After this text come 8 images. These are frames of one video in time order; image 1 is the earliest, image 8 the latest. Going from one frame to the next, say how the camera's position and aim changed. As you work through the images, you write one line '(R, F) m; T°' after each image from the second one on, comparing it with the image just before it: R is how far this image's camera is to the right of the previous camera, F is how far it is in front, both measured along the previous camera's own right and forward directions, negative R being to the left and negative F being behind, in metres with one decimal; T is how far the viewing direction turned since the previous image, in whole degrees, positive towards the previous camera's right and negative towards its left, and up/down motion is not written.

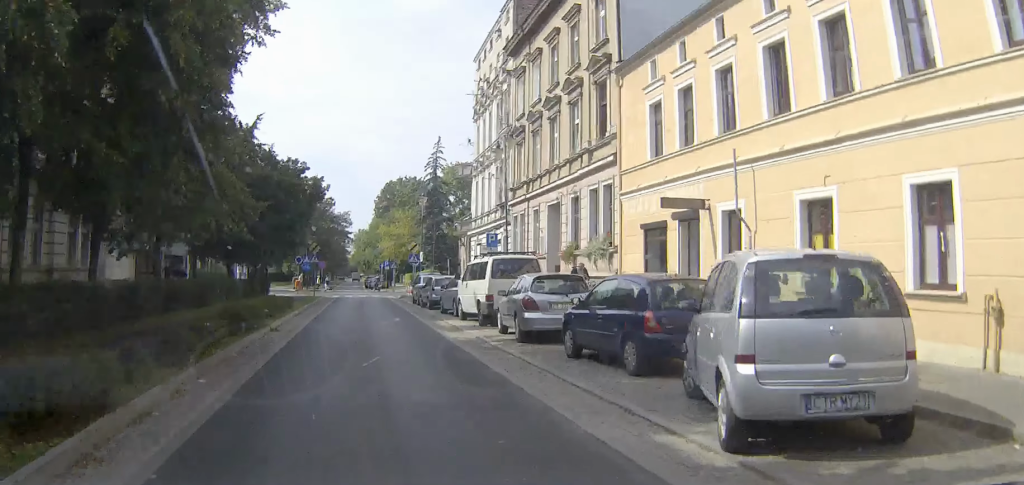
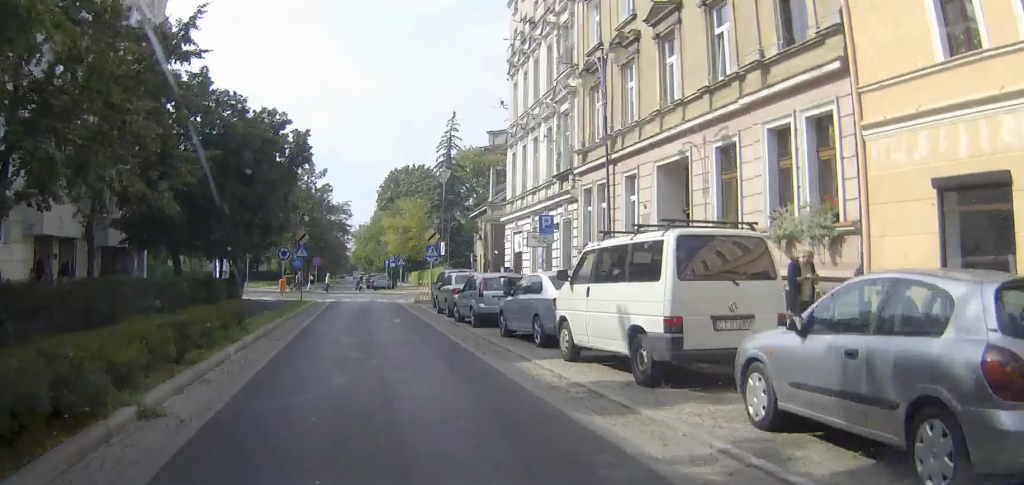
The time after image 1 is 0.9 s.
(-0.2, +11.8) m; -1°
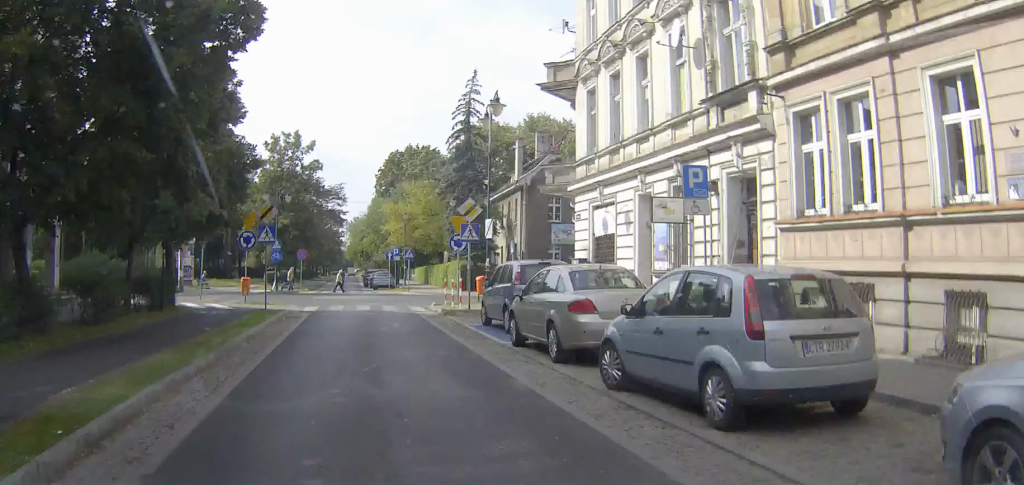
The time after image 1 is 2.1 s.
(+0.1, +13.9) m; 0°
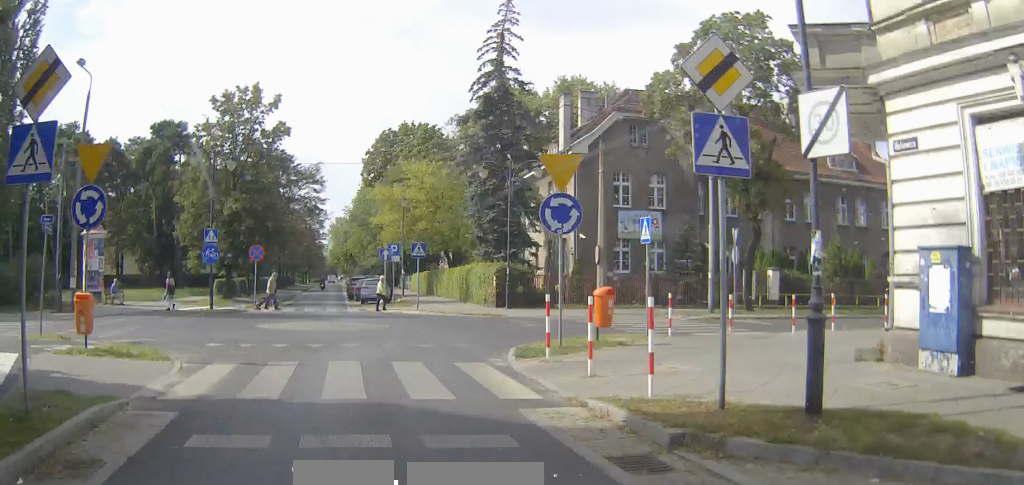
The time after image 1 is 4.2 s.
(-0.5, +20.1) m; -2°
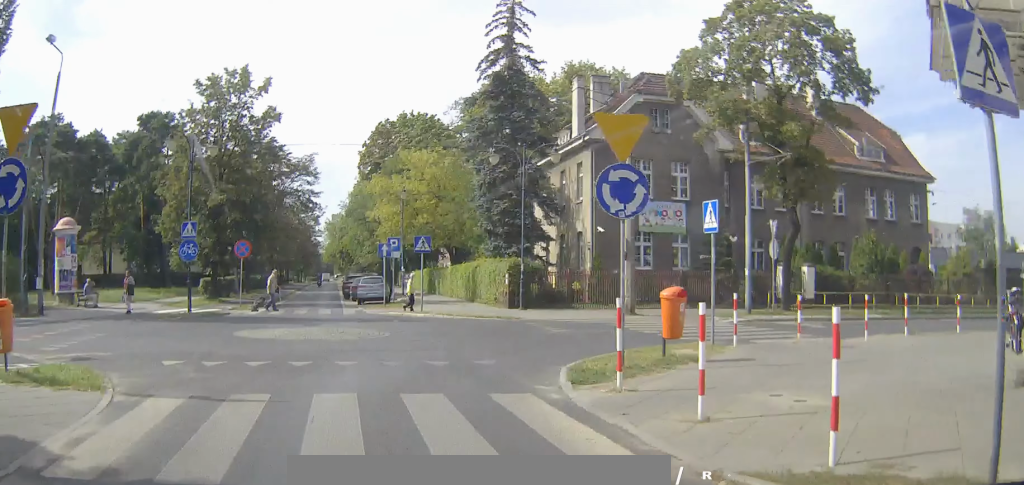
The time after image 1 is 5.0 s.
(+0.1, +4.3) m; +3°
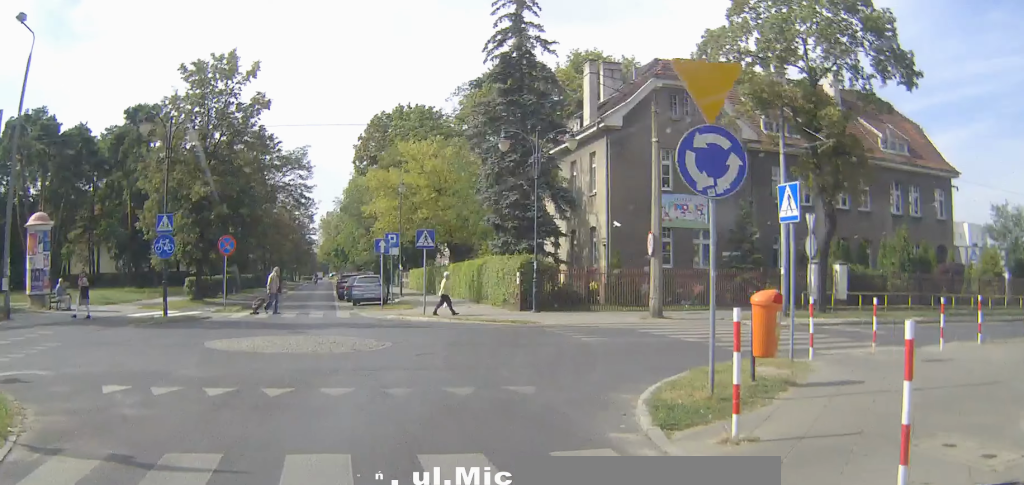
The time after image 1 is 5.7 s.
(+0.1, +3.5) m; +4°
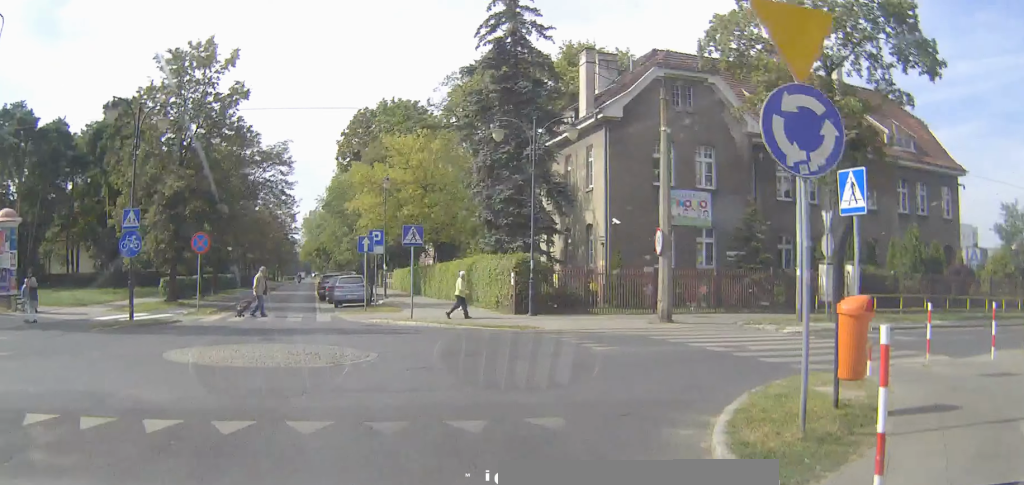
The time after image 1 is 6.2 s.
(+0.1, +2.3) m; +4°
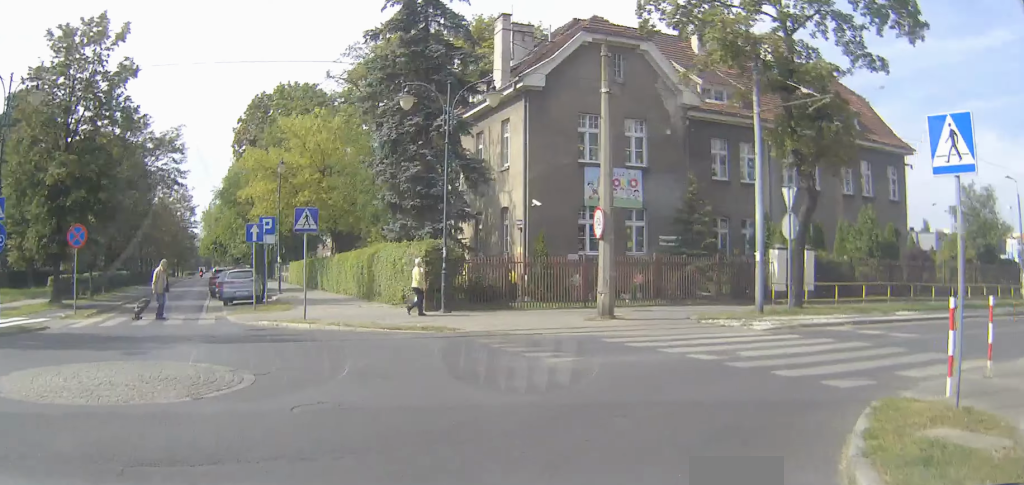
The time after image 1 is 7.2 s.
(+0.2, +3.9) m; +10°
